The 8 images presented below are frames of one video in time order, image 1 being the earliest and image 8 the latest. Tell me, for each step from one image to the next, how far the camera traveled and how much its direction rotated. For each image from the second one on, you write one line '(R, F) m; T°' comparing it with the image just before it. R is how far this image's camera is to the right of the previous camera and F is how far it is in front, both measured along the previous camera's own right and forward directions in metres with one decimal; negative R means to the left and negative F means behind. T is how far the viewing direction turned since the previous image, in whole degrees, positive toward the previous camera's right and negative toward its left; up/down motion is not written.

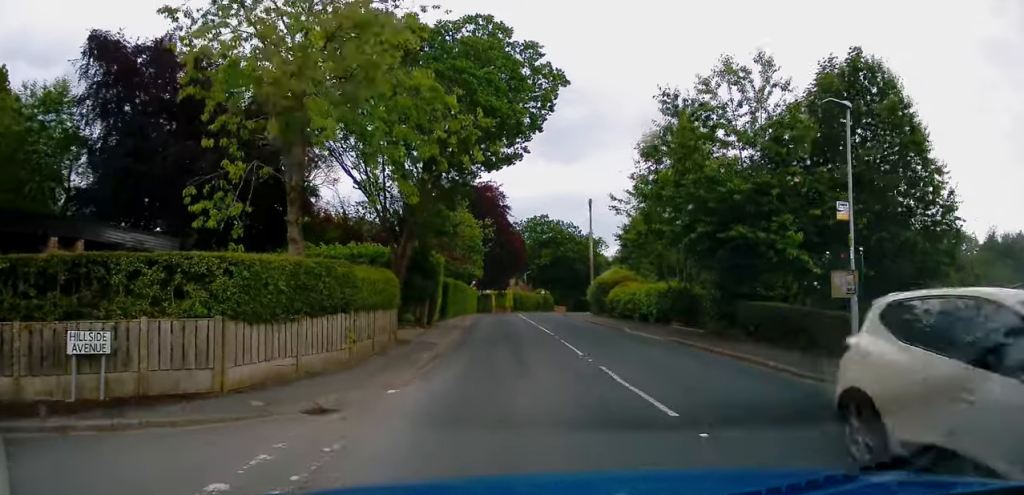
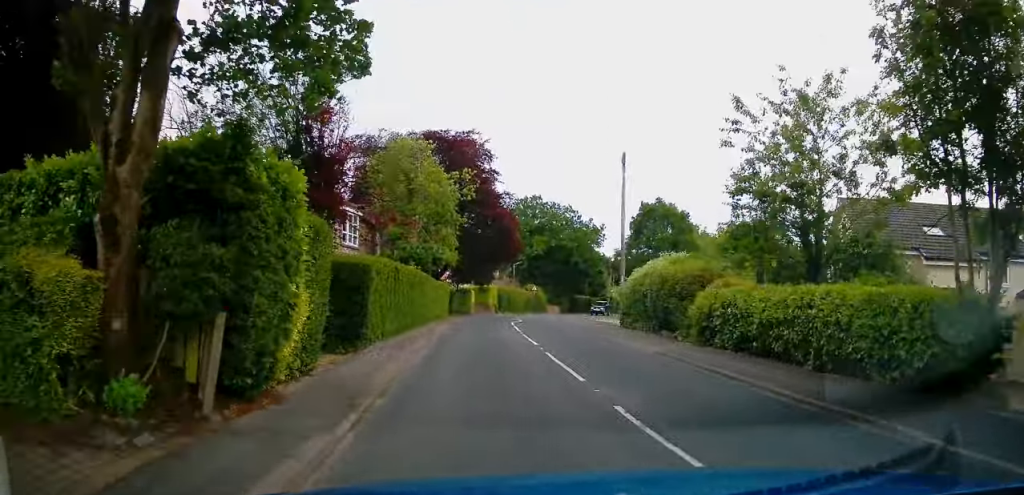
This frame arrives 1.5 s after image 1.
(+0.1, +16.1) m; 0°
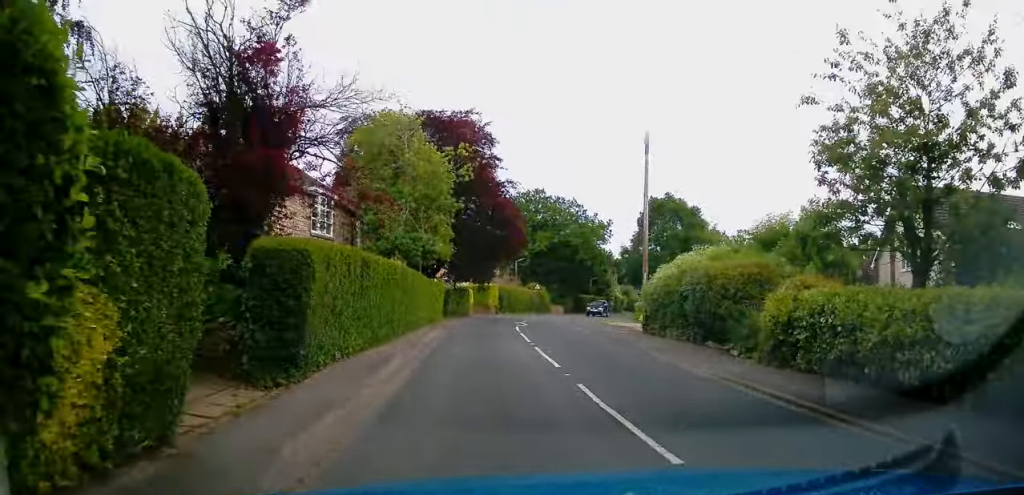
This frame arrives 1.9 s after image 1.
(0.0, +4.4) m; 0°
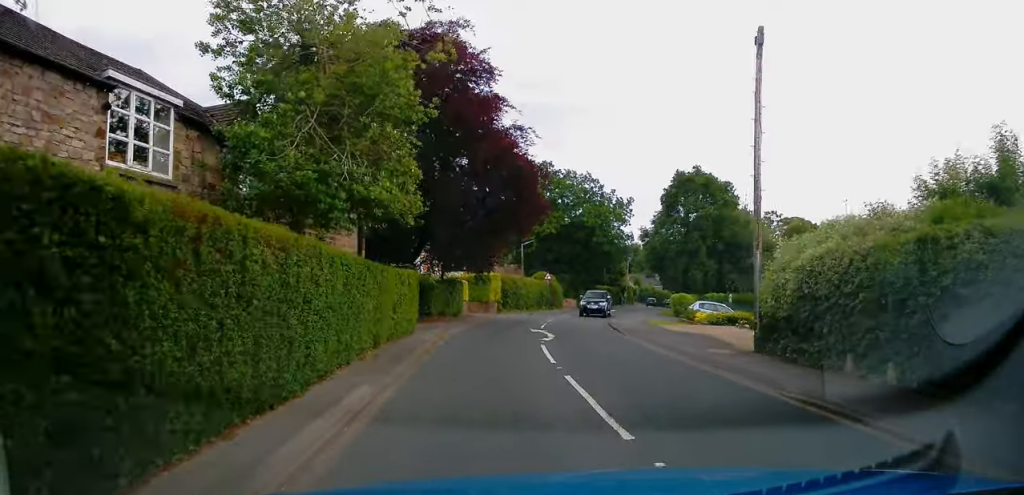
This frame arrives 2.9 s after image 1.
(0.0, +11.6) m; +1°
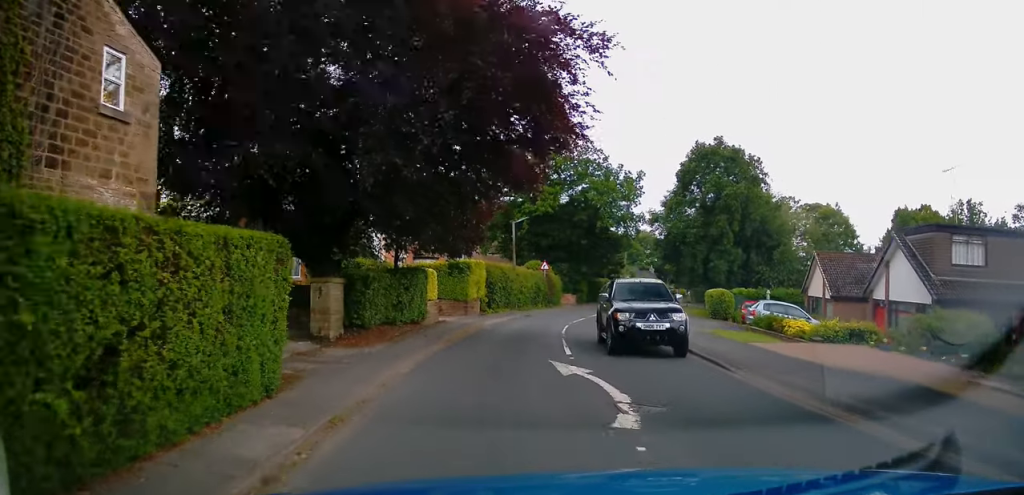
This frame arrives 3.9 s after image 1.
(+0.3, +11.1) m; +3°
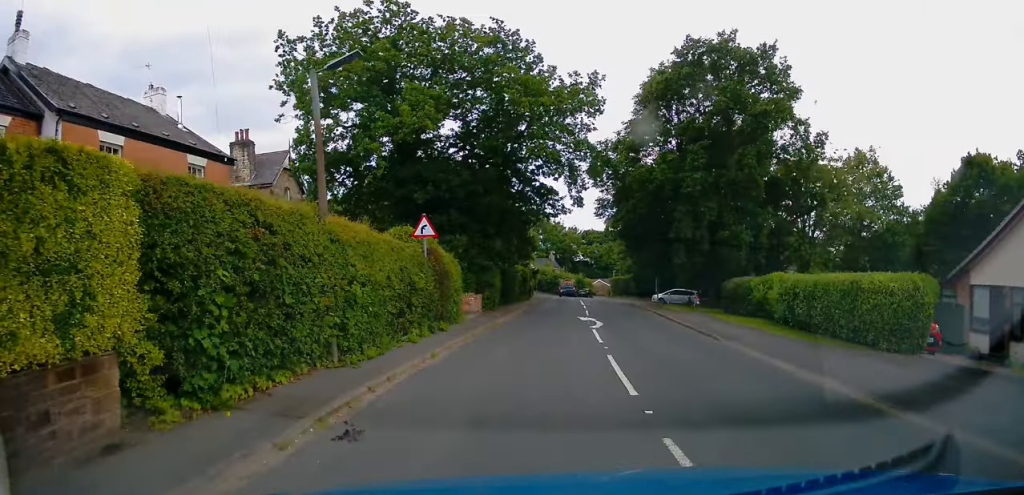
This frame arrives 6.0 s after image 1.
(+1.3, +23.8) m; +9°
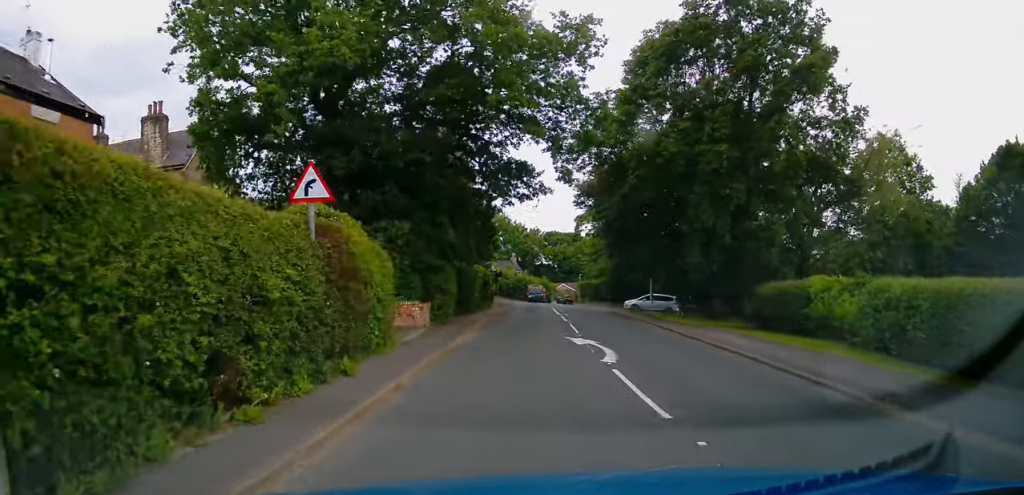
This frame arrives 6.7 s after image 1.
(+0.3, +7.4) m; +4°
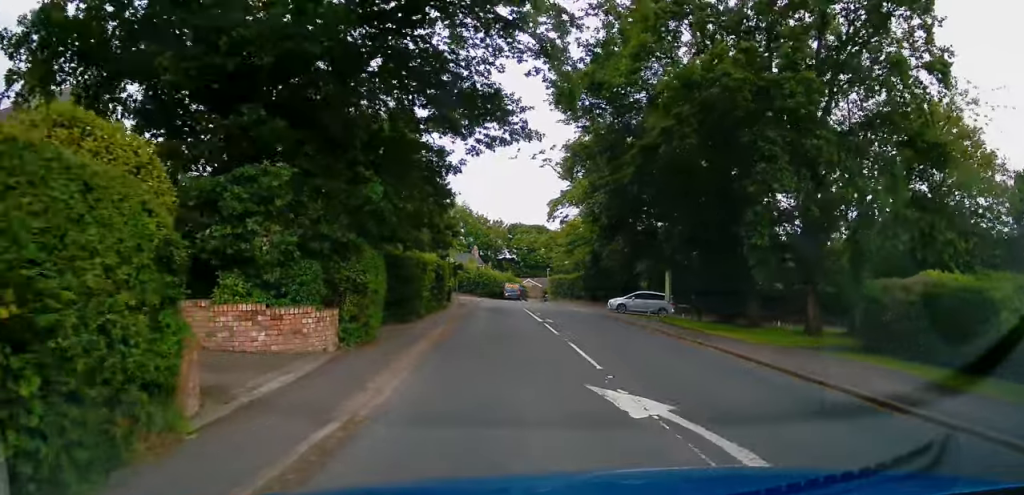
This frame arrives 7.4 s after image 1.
(+0.2, +8.5) m; +4°
